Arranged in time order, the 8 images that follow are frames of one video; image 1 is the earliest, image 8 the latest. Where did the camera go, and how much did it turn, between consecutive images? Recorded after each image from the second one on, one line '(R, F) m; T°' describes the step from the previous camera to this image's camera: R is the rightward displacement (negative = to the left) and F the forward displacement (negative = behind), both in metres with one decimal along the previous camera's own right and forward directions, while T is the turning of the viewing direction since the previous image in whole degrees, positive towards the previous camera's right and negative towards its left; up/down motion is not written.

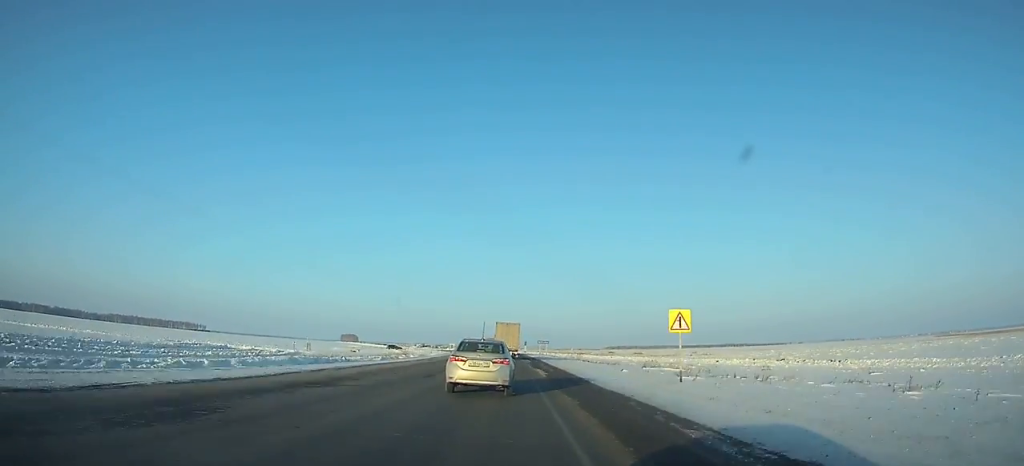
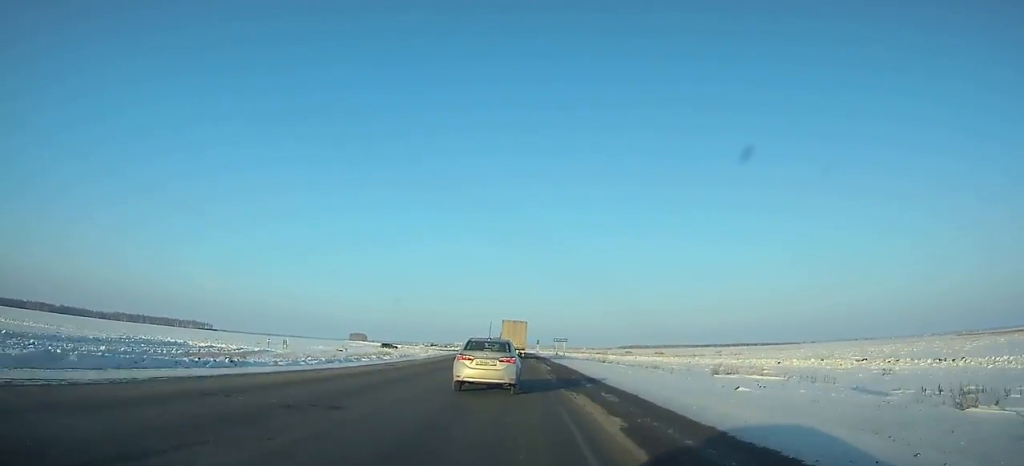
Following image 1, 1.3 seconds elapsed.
(-0.3, +20.8) m; -1°
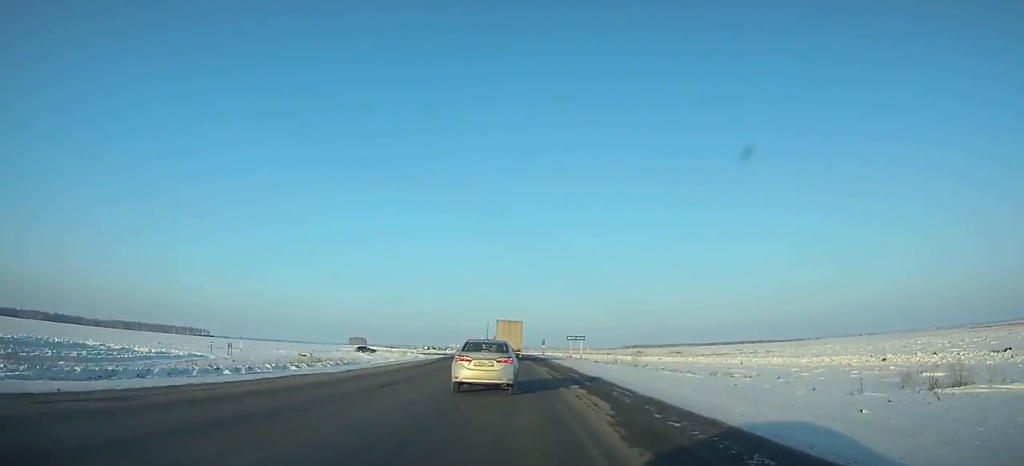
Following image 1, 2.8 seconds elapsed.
(-0.1, +24.0) m; -1°
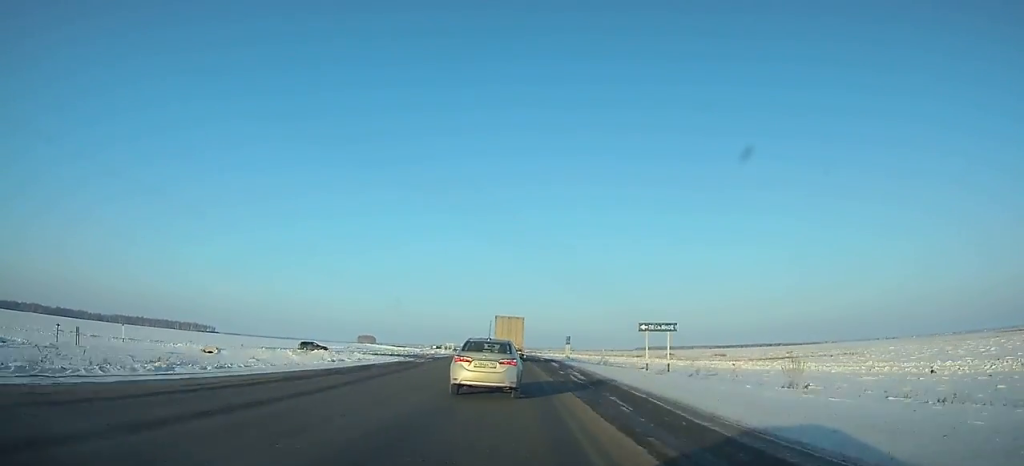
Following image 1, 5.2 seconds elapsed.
(-0.4, +37.3) m; -1°
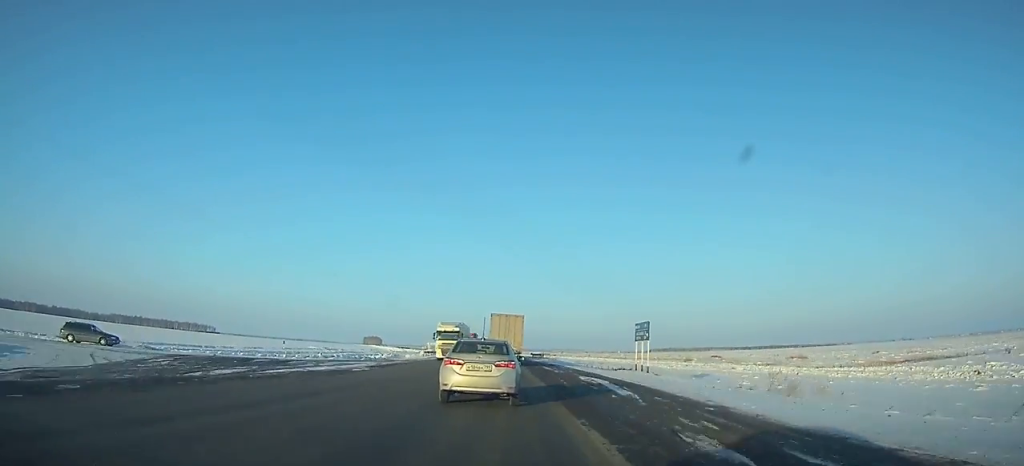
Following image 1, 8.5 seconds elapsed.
(-0.6, +49.7) m; -2°
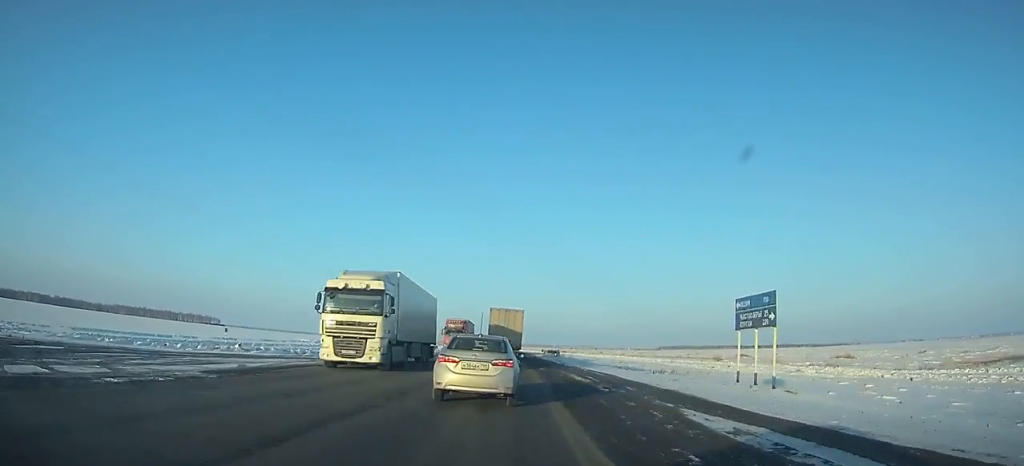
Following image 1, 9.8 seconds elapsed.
(-0.2, +18.9) m; -1°
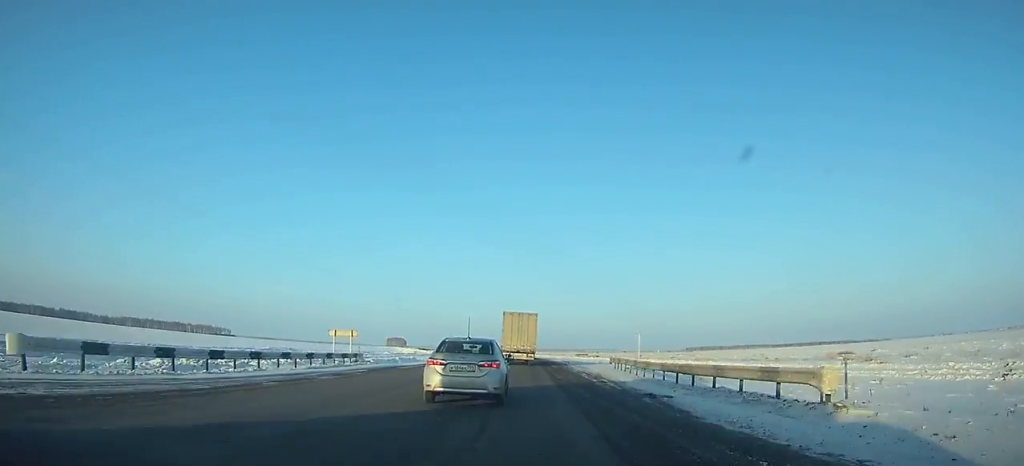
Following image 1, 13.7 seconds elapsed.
(-1.2, +56.0) m; -2°
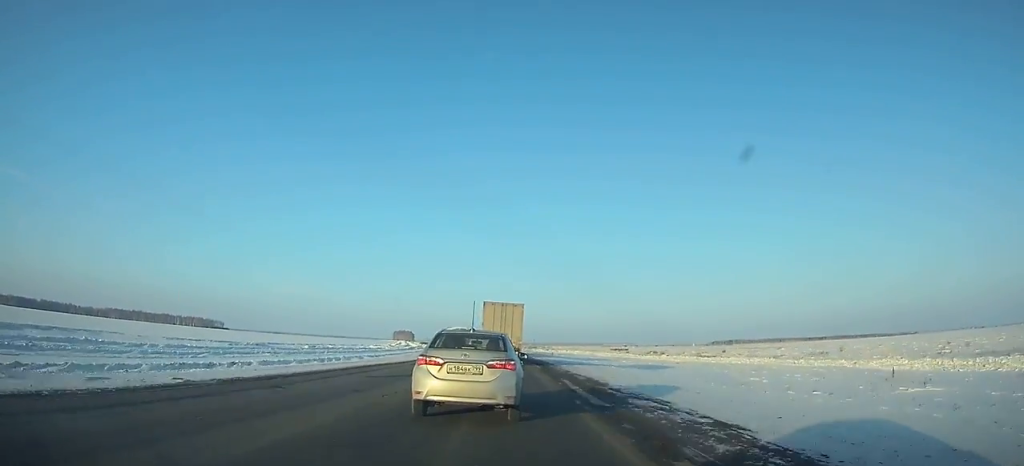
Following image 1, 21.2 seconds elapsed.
(-1.0, +104.3) m; -2°
